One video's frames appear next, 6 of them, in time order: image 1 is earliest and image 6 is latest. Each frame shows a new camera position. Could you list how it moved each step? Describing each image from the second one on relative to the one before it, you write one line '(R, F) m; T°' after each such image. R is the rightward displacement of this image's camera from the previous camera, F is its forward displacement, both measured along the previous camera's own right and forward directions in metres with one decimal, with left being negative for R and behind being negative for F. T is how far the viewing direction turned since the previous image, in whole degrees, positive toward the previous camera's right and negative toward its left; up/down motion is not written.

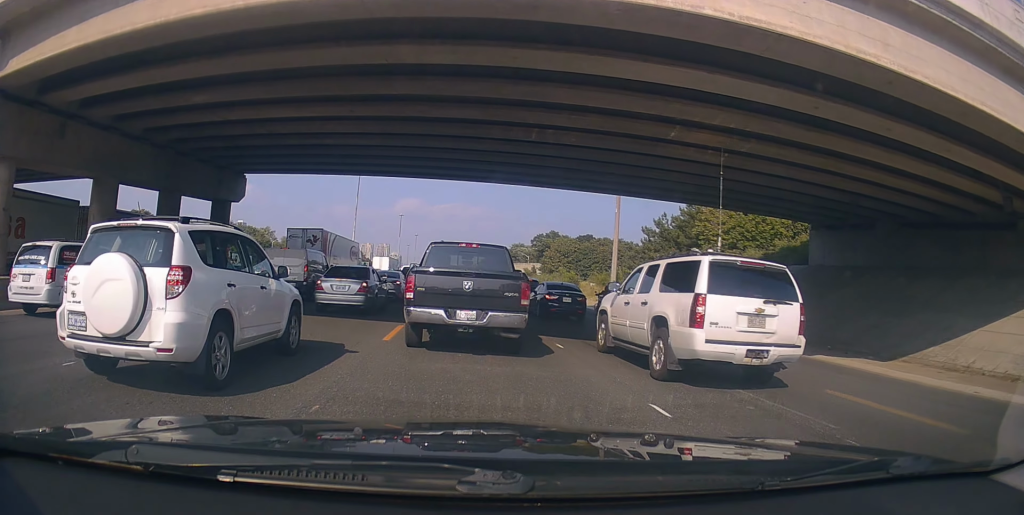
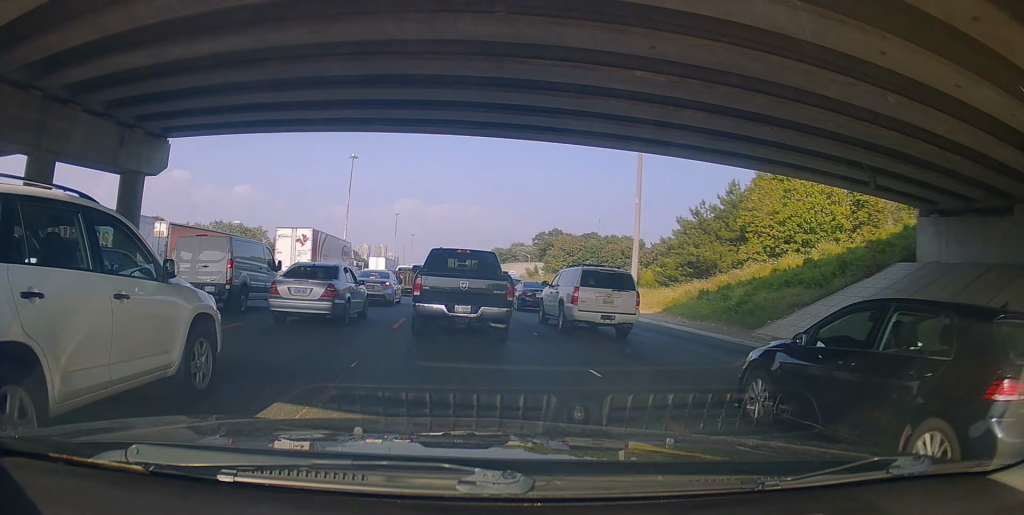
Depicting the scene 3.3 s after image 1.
(-0.7, +8.2) m; -6°
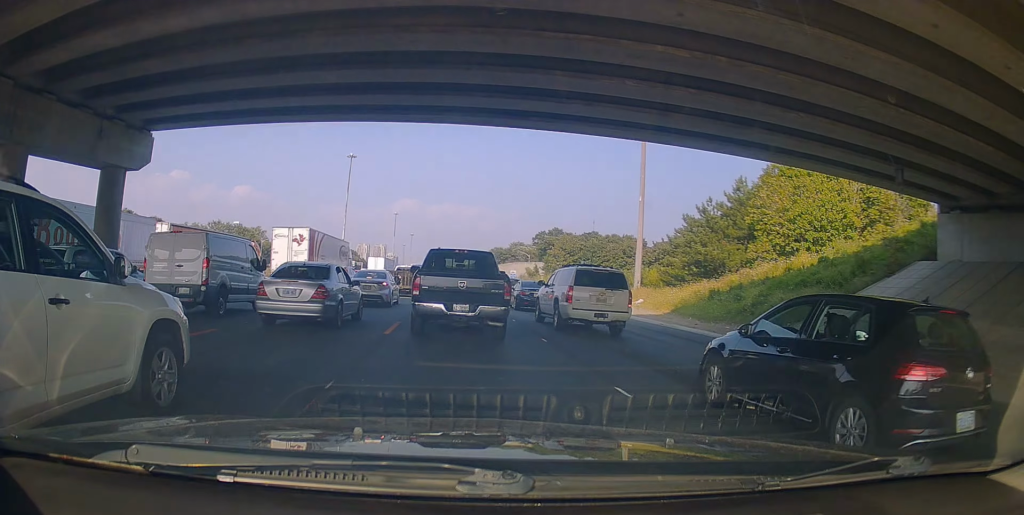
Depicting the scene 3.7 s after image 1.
(+0.1, +1.2) m; +4°
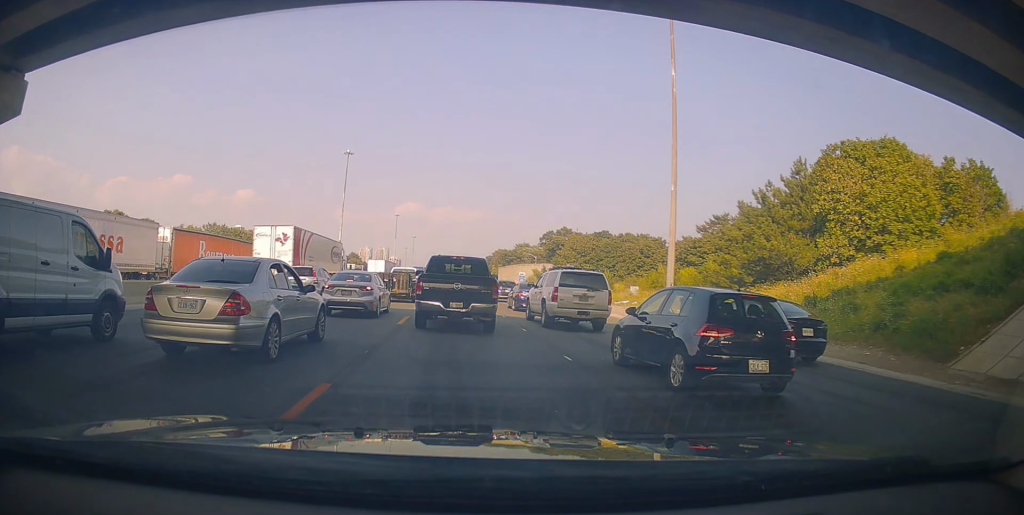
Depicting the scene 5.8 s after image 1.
(-0.5, +7.3) m; -7°
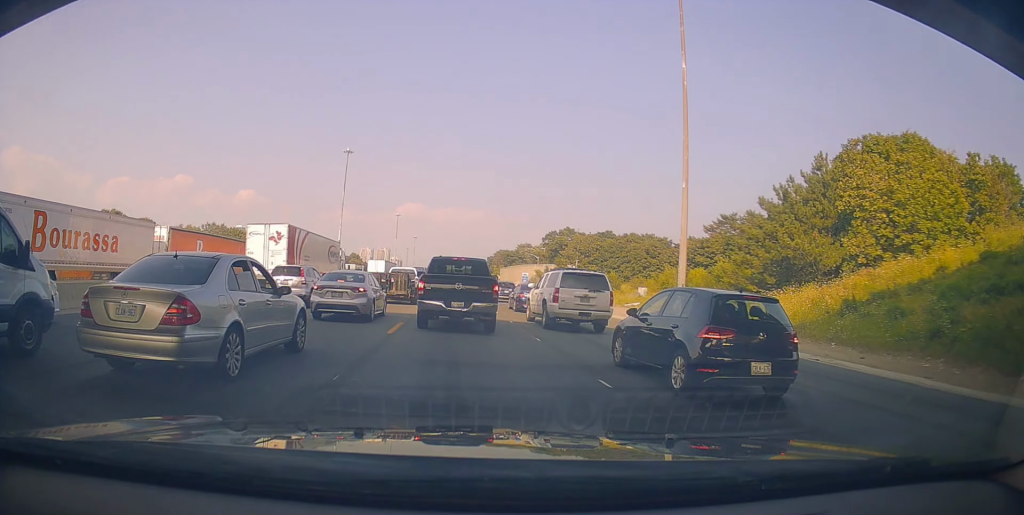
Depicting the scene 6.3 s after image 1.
(0.0, +2.0) m; +2°
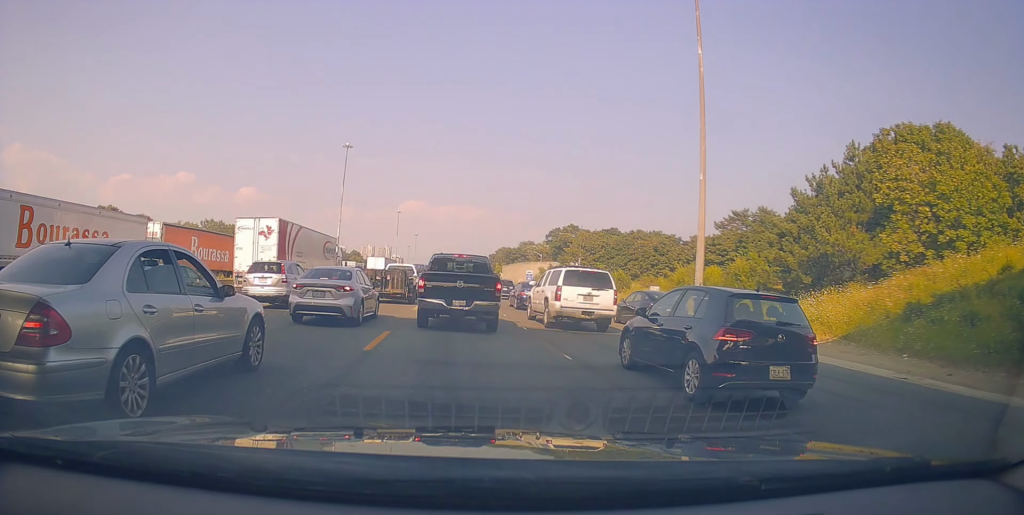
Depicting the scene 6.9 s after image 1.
(+0.4, +2.7) m; +6°
